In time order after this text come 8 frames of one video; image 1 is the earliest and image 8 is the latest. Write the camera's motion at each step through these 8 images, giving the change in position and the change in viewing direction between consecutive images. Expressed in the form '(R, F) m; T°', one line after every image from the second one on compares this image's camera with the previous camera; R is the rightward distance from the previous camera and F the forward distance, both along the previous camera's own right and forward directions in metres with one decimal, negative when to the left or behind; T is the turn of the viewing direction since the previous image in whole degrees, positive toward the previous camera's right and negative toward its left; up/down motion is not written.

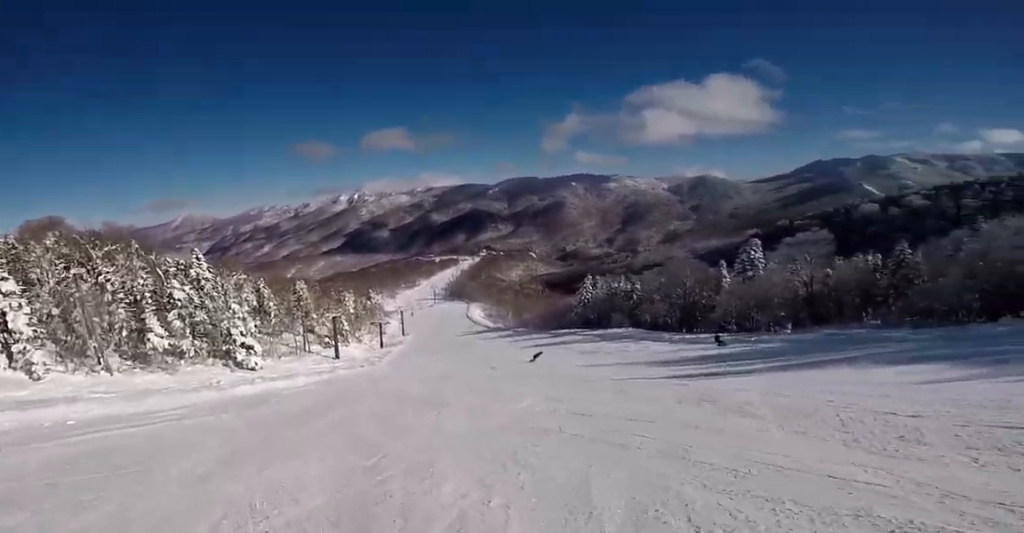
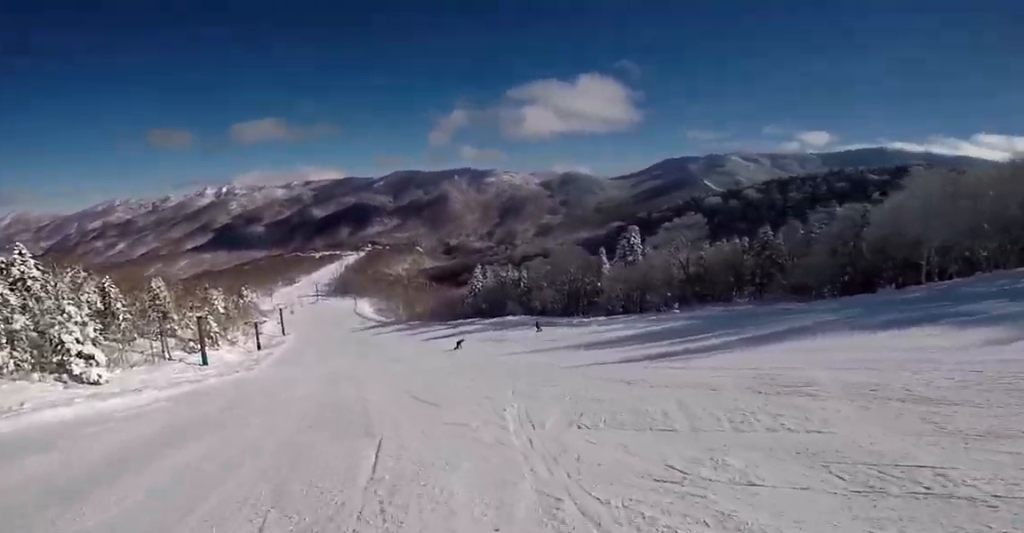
(+1.3, +4.4) m; +18°
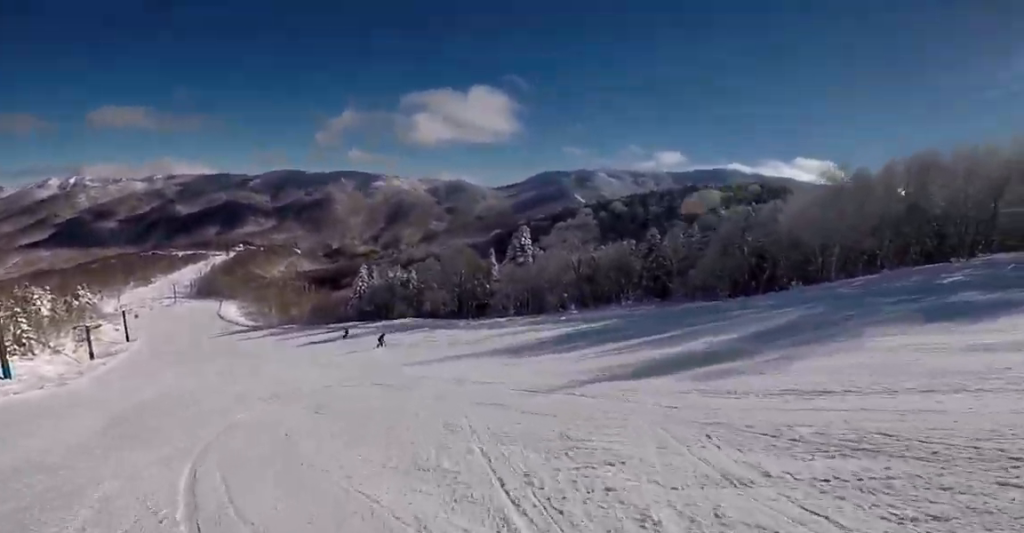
(+1.4, +6.5) m; +9°
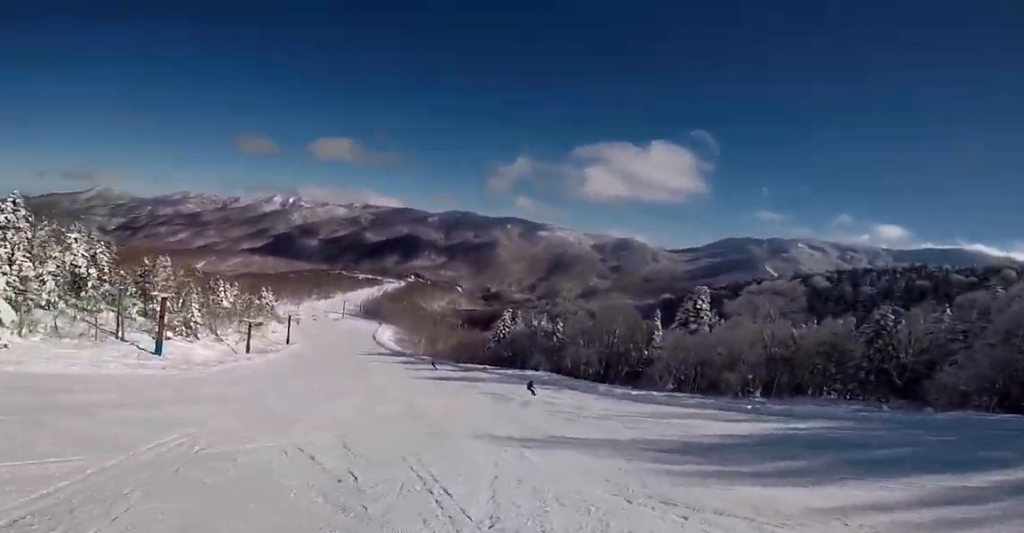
(+0.1, +7.1) m; -10°
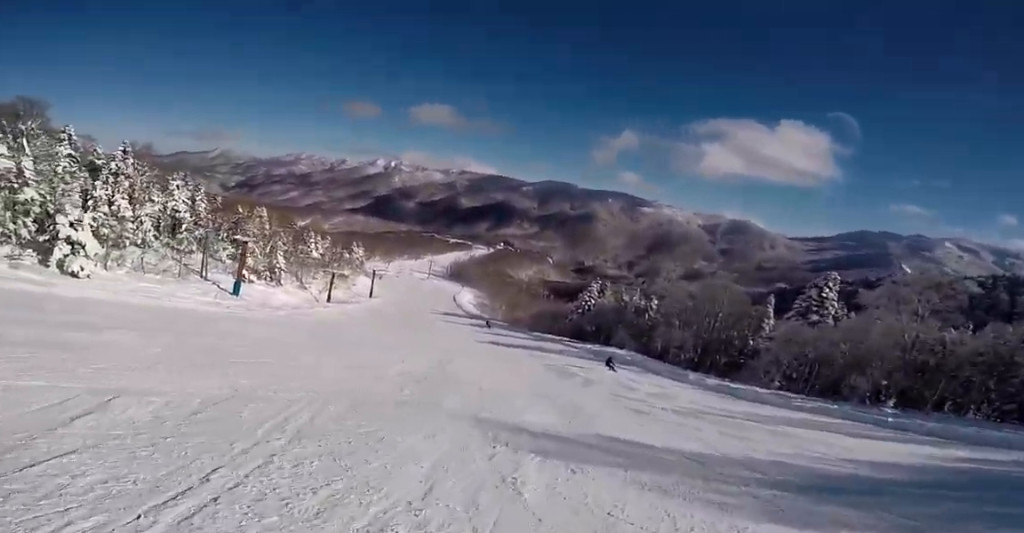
(0.0, +4.0) m; -12°
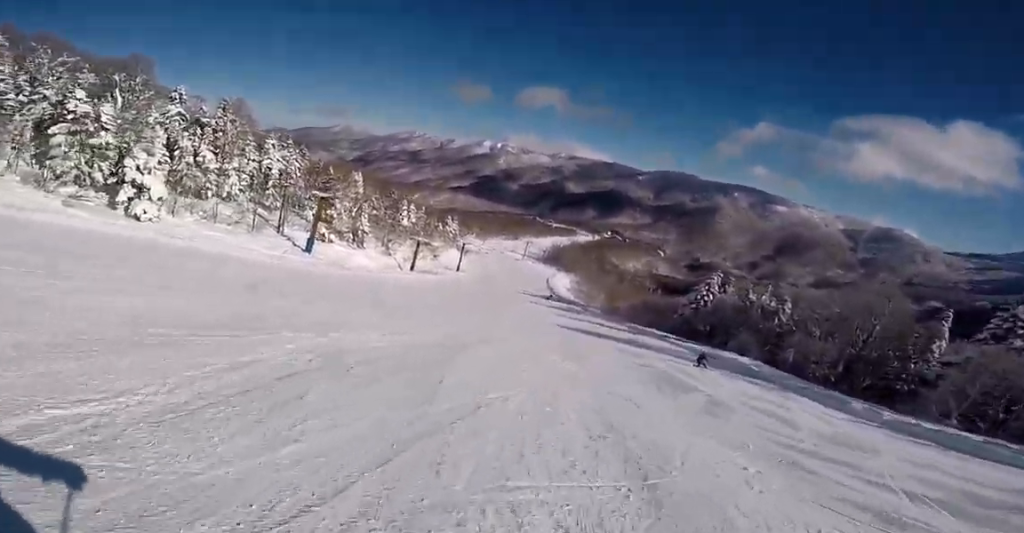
(-1.6, +6.7) m; -18°
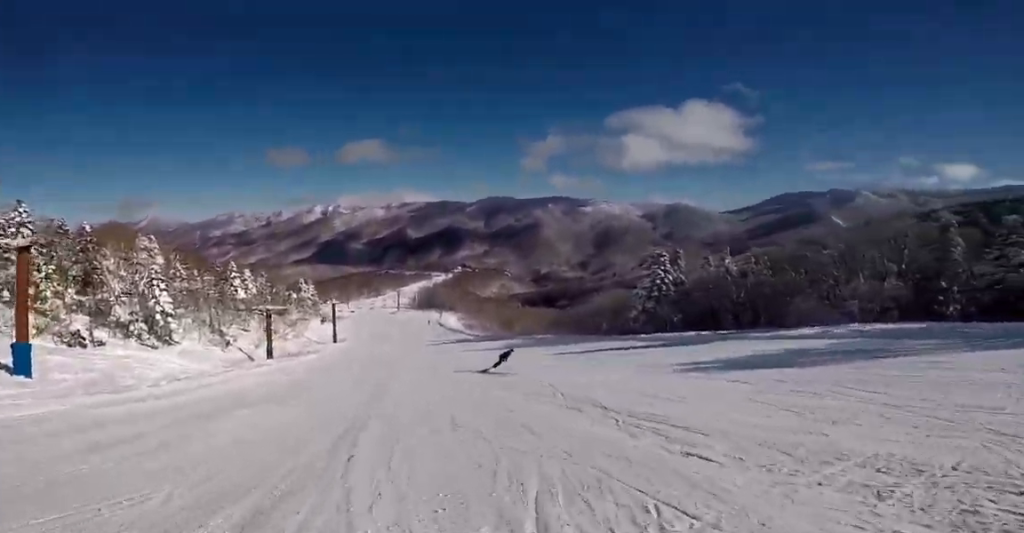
(-3.0, +26.4) m; +6°
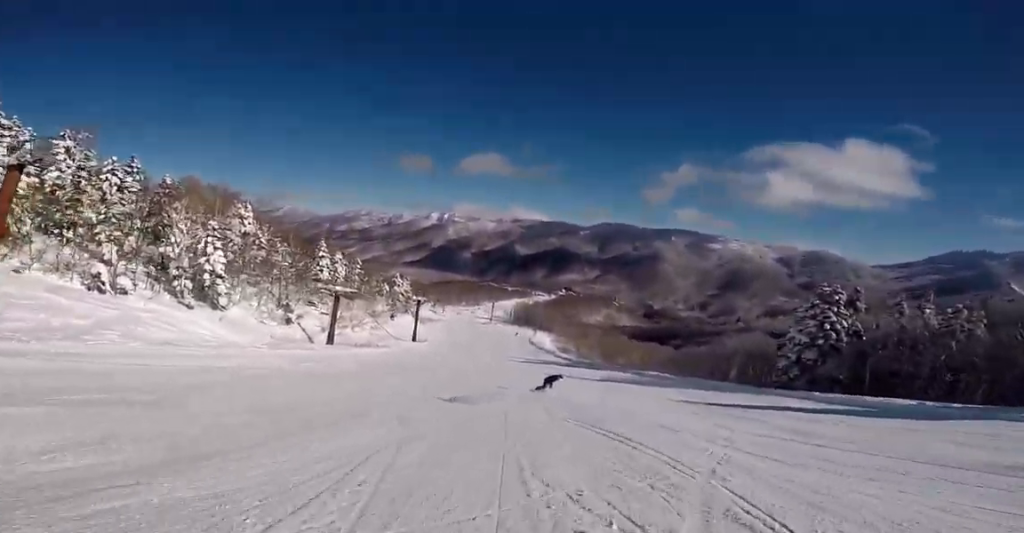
(+0.5, +10.1) m; -1°
